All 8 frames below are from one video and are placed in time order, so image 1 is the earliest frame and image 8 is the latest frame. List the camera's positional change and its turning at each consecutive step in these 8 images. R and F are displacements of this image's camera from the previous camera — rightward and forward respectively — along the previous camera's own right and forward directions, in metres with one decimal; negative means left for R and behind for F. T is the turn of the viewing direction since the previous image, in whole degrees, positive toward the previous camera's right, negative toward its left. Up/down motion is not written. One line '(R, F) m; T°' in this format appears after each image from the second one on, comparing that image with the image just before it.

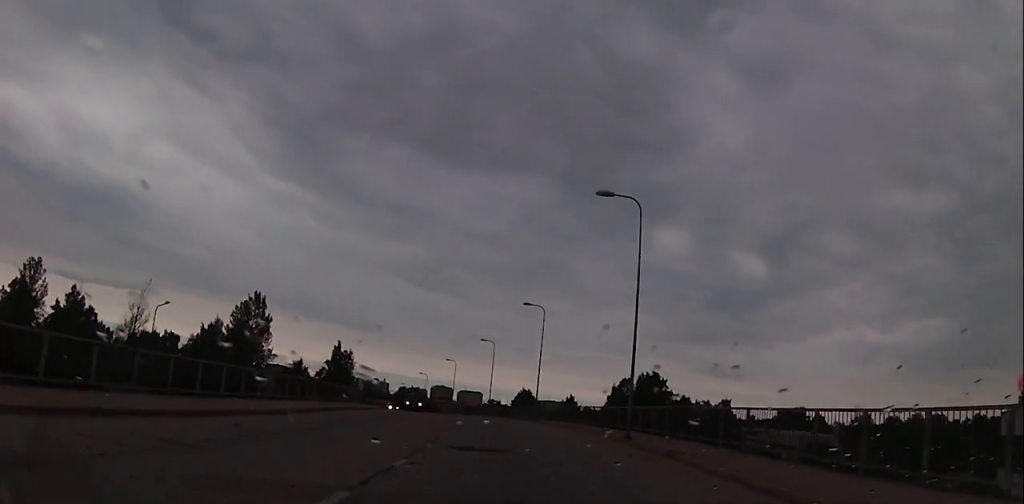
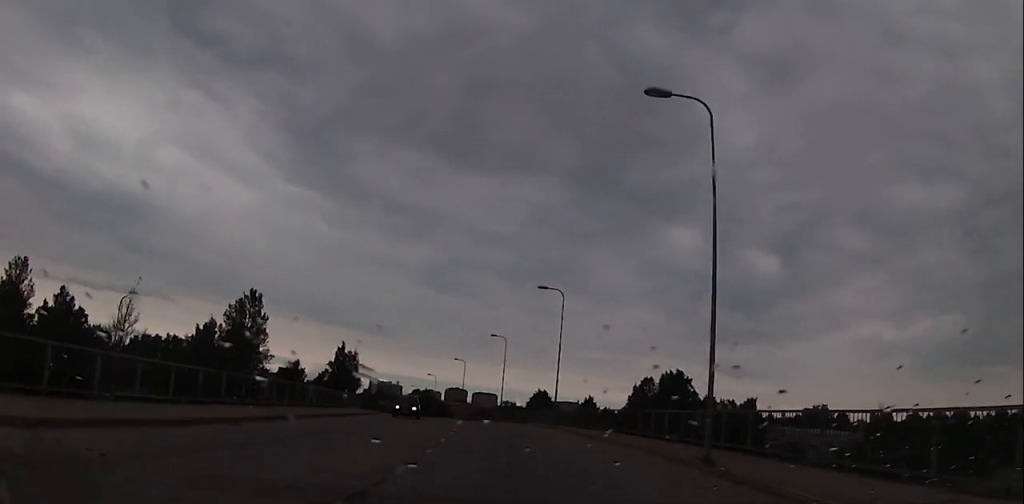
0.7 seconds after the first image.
(-0.1, +8.1) m; -1°
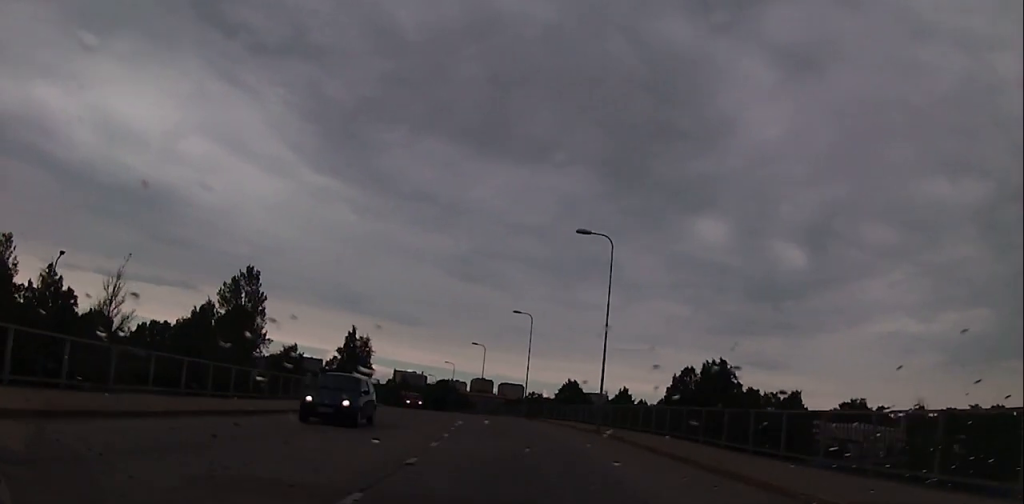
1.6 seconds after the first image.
(-0.2, +11.8) m; -2°
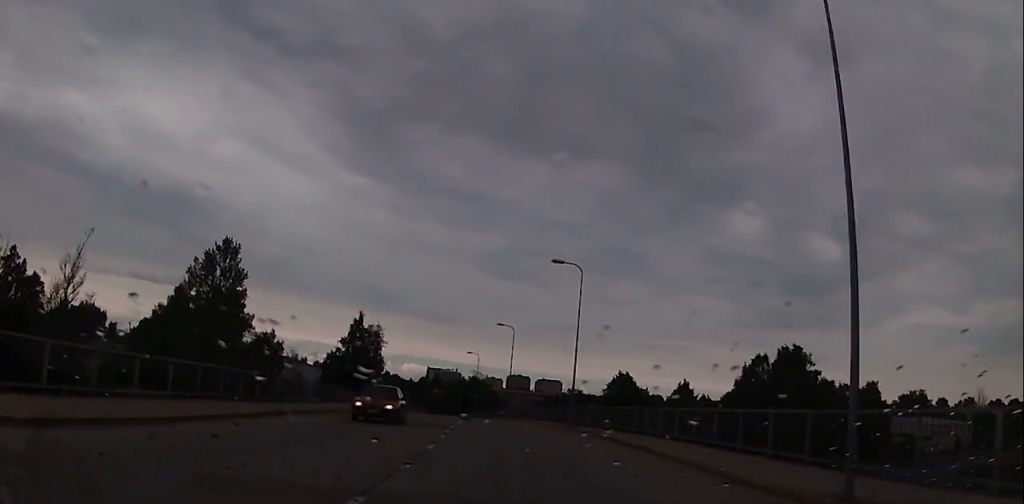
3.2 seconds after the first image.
(-0.3, +19.2) m; -3°
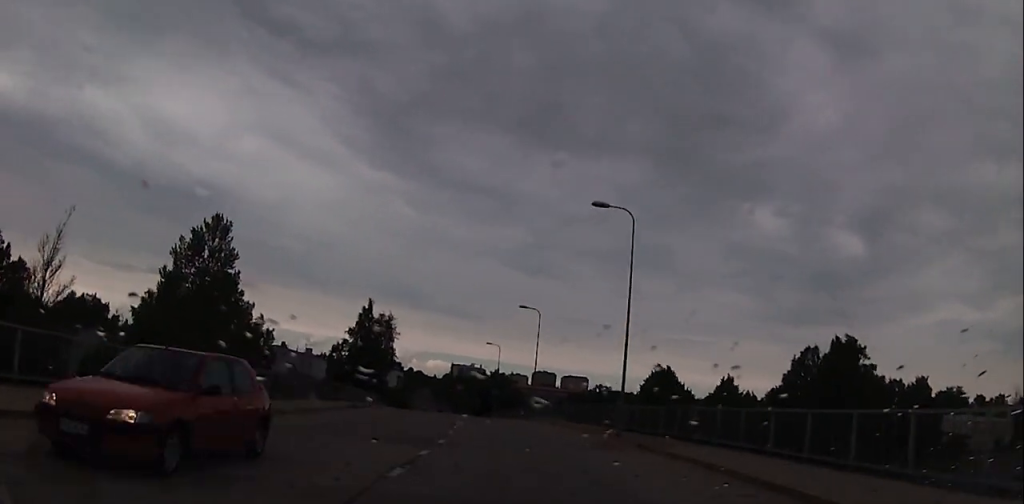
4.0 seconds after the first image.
(-0.3, +9.4) m; -2°
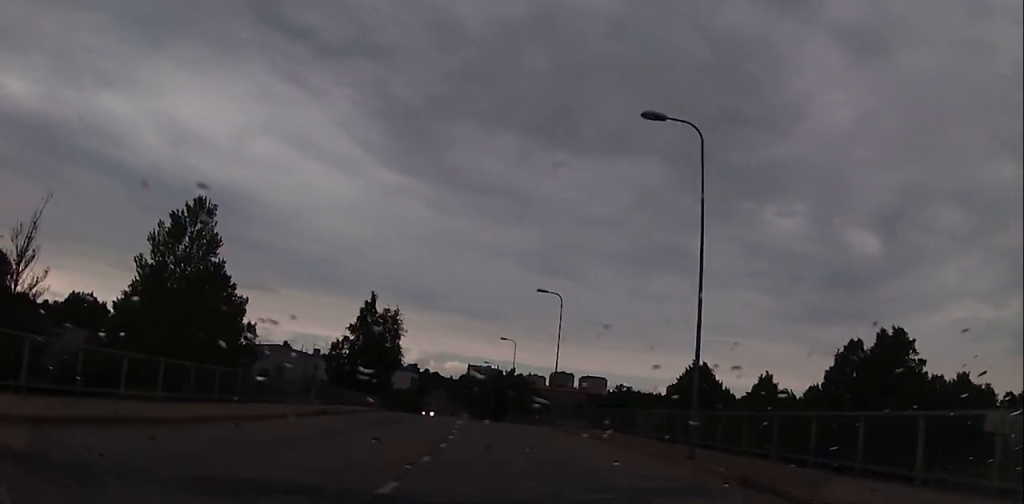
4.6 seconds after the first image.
(-0.1, +7.9) m; -1°
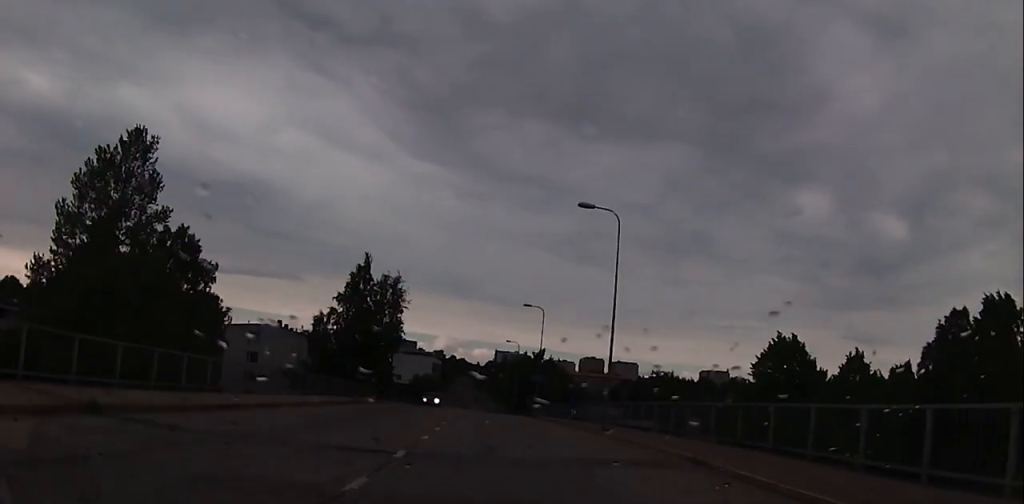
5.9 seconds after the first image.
(-0.2, +16.0) m; -2°
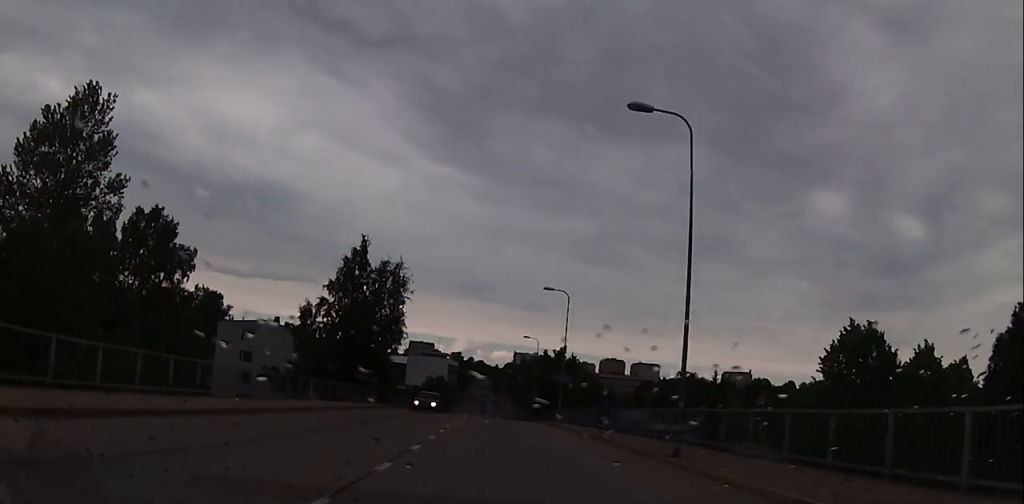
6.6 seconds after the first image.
(-0.1, +9.0) m; -1°
